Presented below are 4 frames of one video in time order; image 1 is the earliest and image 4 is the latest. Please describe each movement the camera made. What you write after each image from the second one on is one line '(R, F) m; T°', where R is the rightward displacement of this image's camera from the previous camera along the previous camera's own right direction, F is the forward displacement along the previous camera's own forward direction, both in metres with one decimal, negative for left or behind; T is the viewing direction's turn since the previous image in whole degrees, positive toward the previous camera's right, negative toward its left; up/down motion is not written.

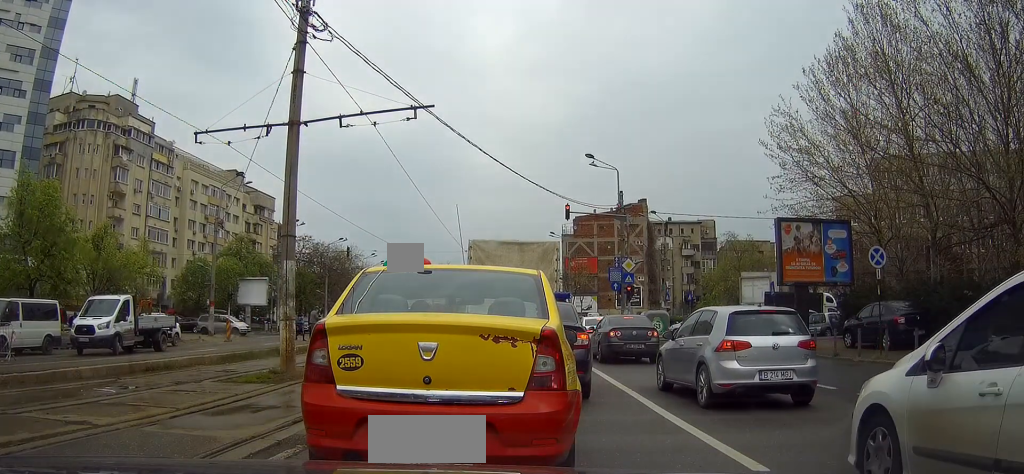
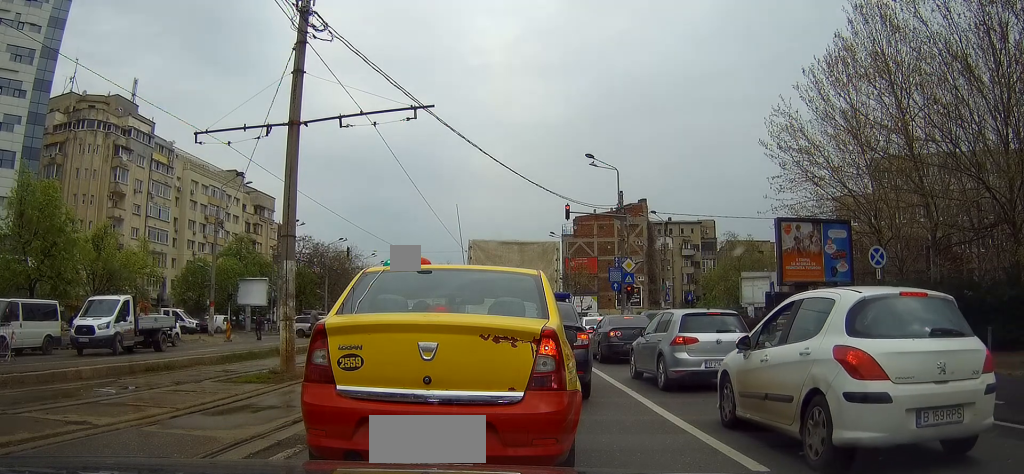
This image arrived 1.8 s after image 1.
(-0.1, -0.1) m; 0°
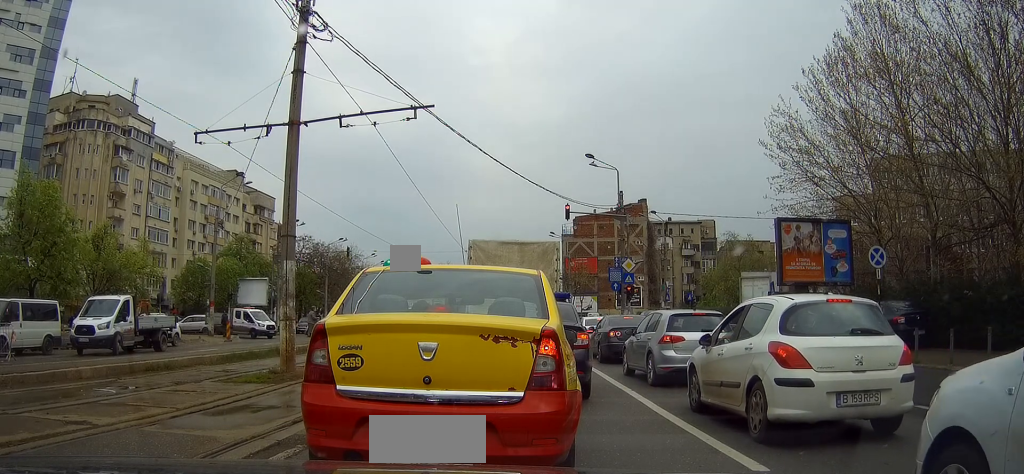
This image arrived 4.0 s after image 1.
(+0.1, +0.3) m; 0°
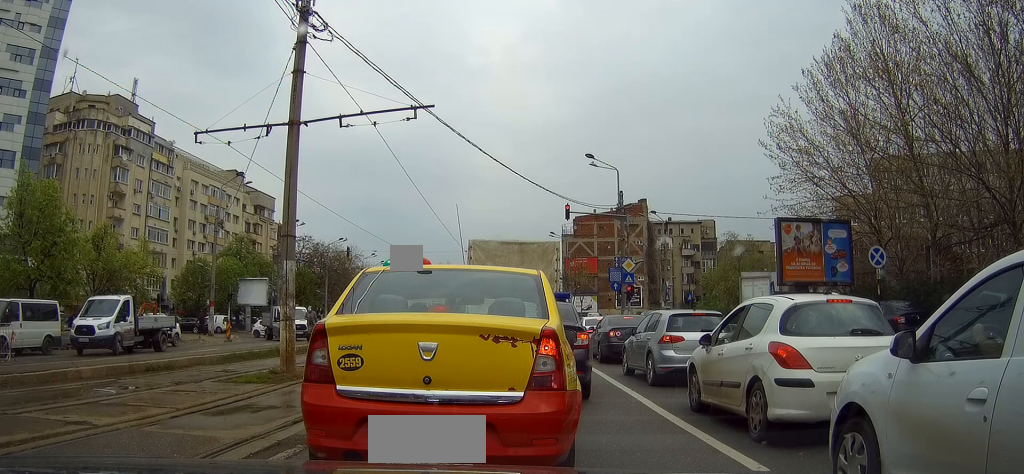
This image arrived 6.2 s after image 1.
(-0.1, +0.4) m; 0°
